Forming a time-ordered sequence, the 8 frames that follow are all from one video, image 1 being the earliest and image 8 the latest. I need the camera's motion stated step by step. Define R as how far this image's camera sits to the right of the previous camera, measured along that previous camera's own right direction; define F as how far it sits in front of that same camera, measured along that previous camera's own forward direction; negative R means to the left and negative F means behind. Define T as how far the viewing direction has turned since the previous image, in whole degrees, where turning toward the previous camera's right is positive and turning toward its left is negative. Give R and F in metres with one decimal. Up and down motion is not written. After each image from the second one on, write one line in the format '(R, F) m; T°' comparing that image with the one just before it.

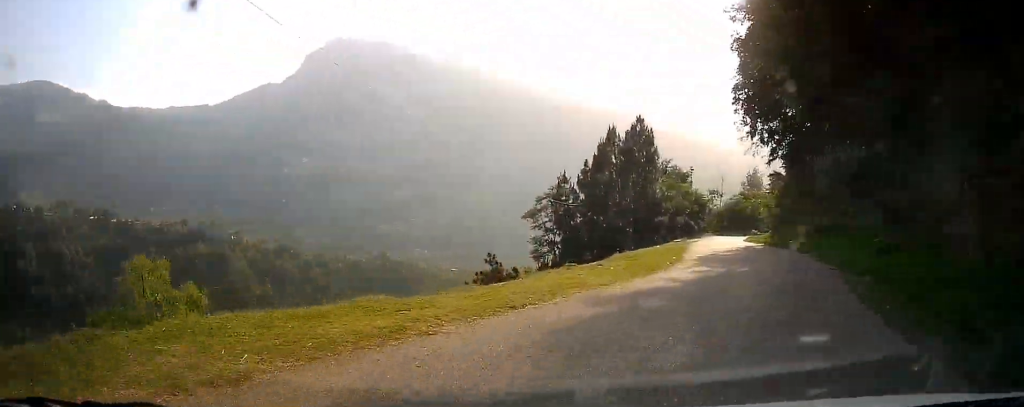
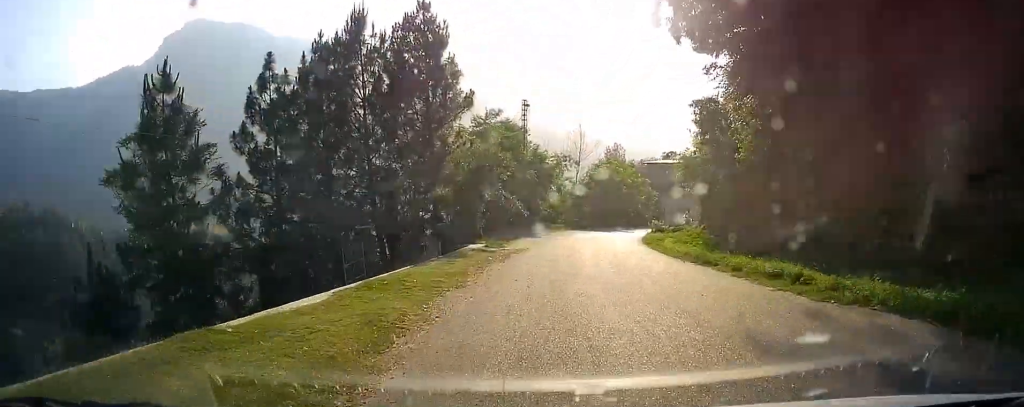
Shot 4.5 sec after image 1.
(+11.3, +25.5) m; +29°
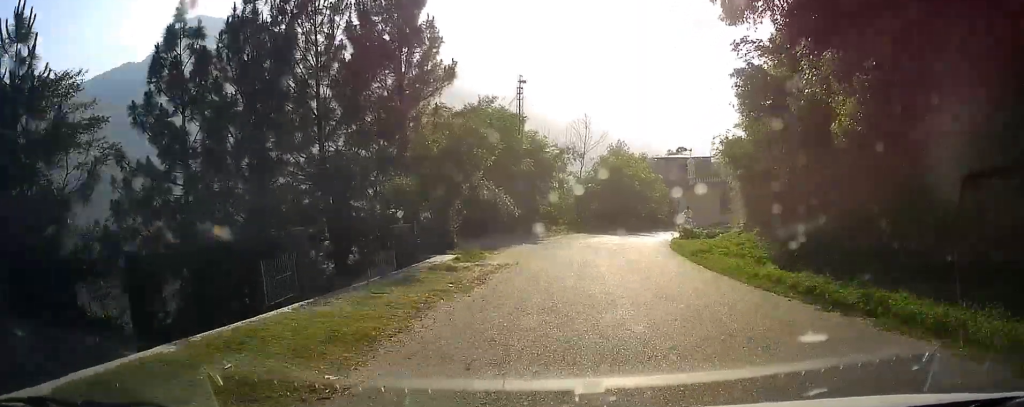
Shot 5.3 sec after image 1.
(+0.1, +5.6) m; 0°
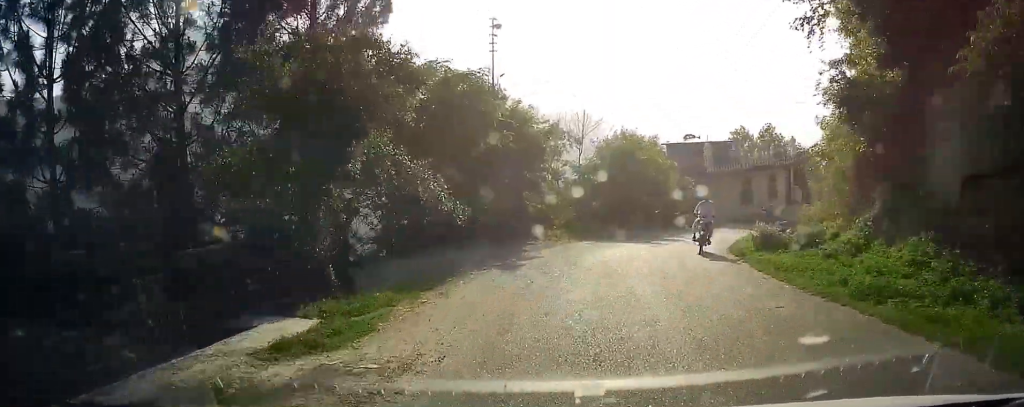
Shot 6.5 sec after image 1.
(-0.1, +9.0) m; +3°
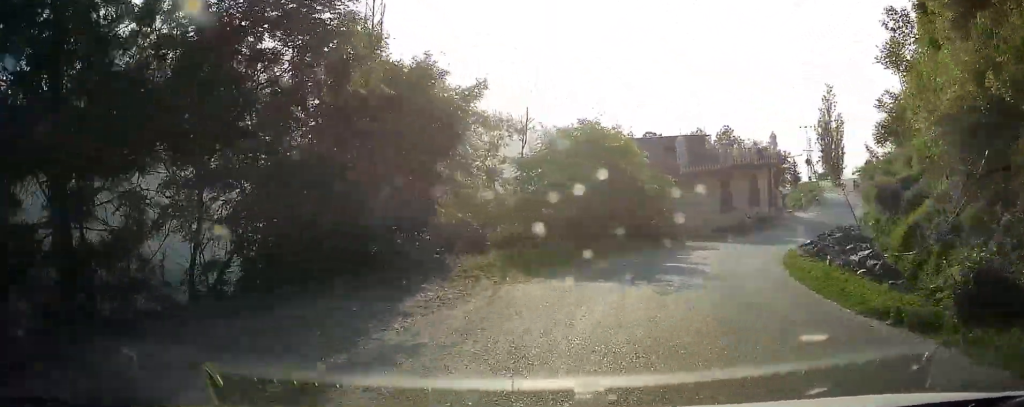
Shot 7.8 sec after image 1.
(0.0, +9.6) m; +5°
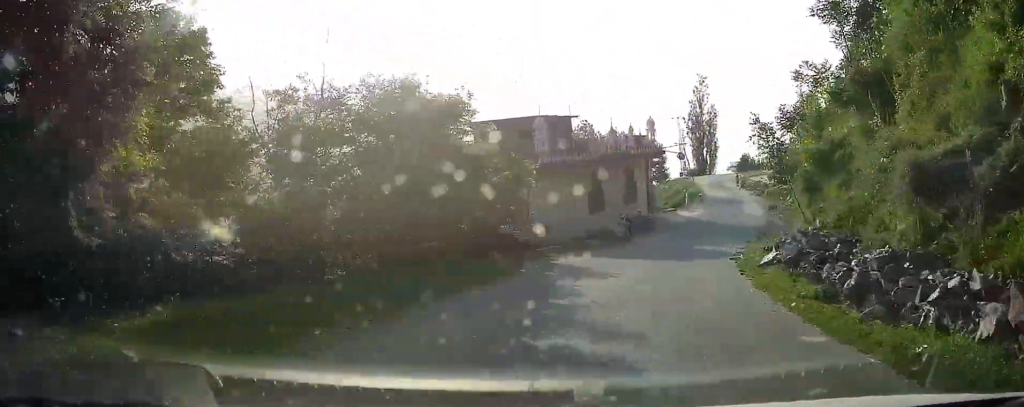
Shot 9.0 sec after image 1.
(+0.5, +9.3) m; +8°
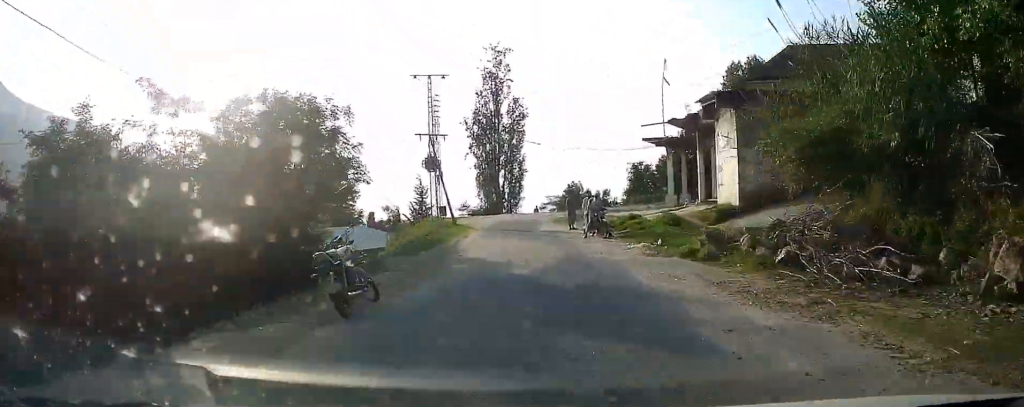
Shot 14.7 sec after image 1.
(+14.9, +43.4) m; +24°
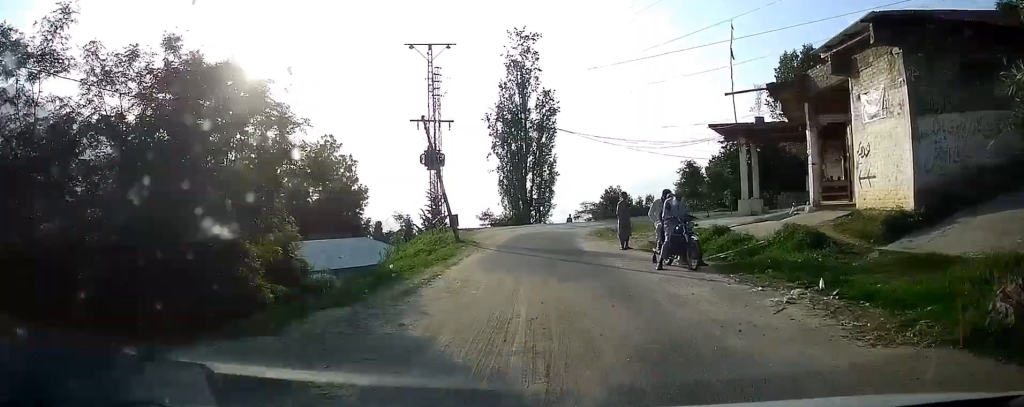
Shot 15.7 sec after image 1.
(0.0, +8.4) m; -2°
